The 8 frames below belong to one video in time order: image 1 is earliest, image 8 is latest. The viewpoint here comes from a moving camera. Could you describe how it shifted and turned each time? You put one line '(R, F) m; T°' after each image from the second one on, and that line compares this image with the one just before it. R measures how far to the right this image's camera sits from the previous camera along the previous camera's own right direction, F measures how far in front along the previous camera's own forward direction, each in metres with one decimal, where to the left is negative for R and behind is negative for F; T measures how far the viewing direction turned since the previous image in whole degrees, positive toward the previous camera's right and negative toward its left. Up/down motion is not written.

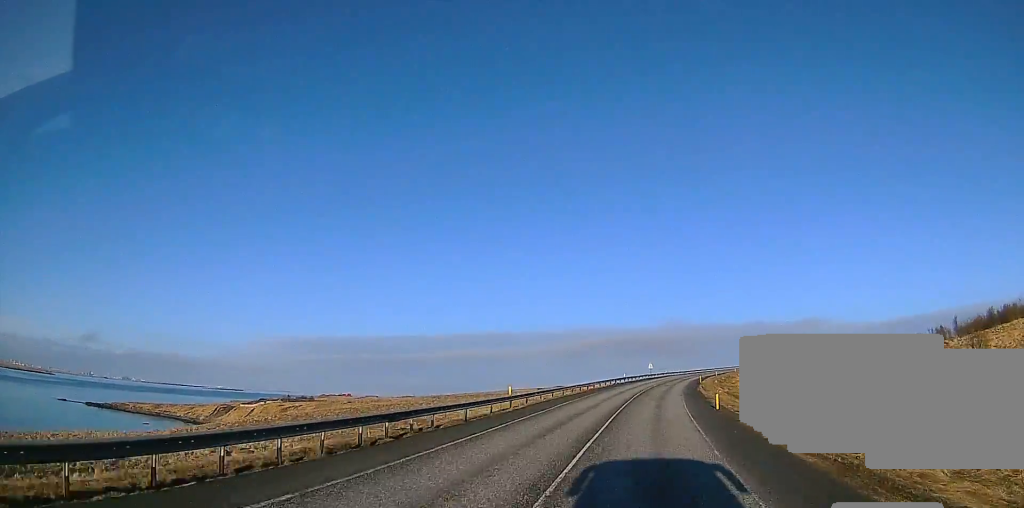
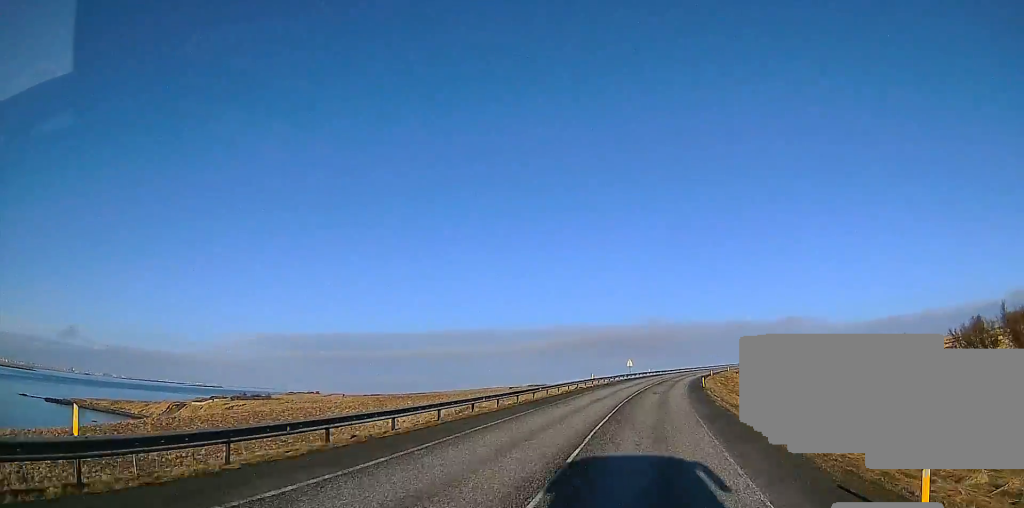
(0.0, +27.2) m; 0°
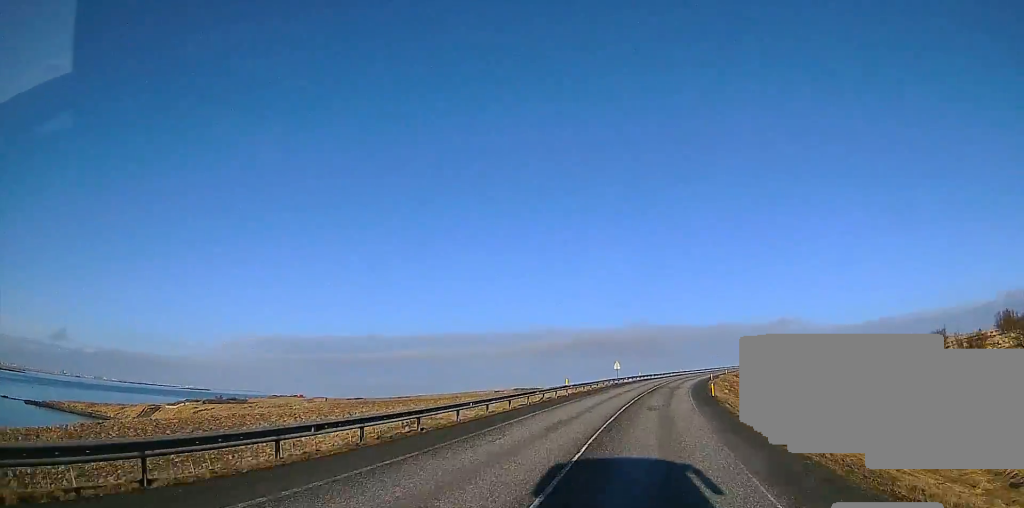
(0.0, +14.5) m; 0°
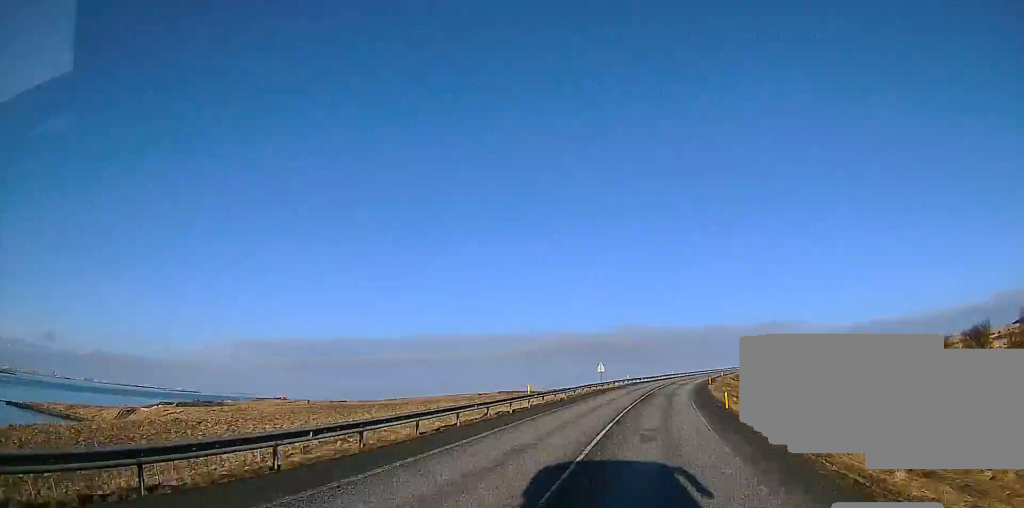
(0.0, +12.0) m; 0°
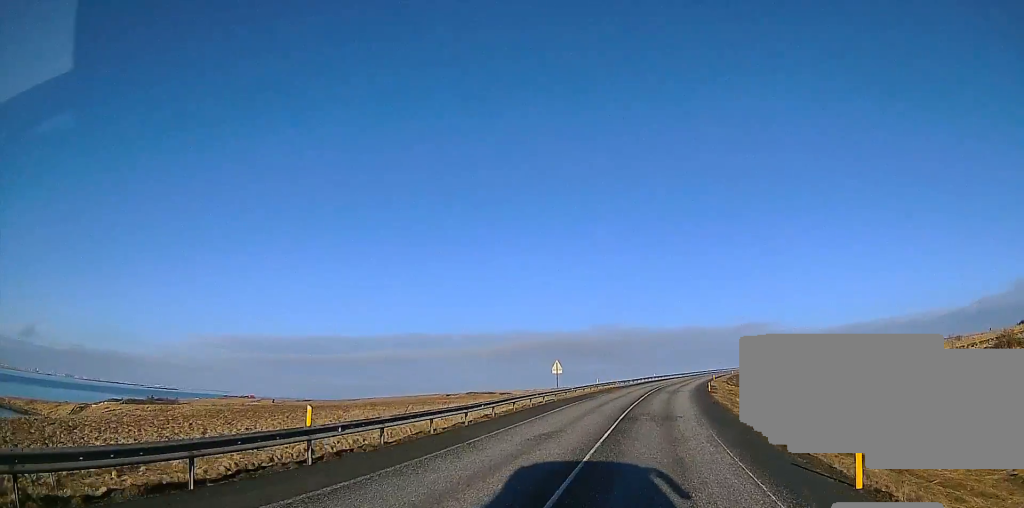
(0.0, +22.5) m; +3°
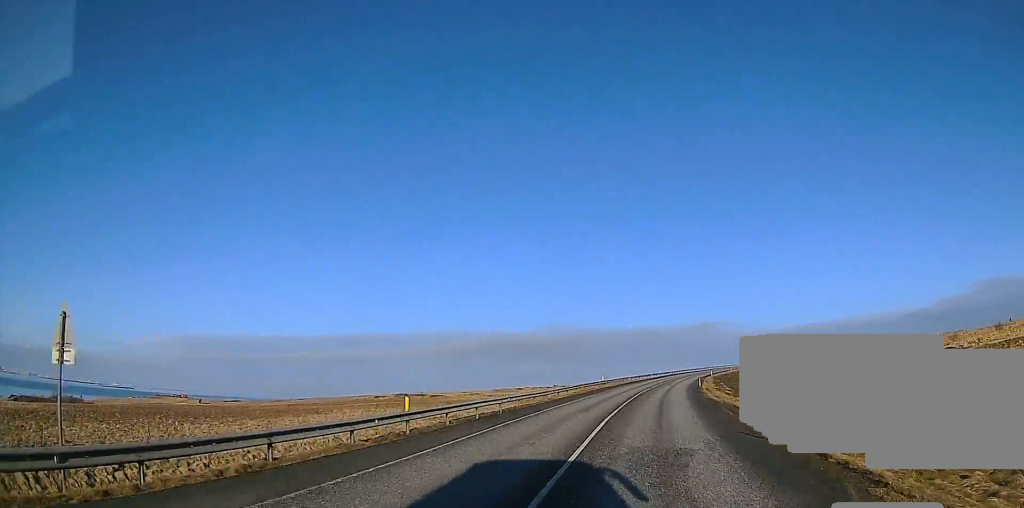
(+4.5, +43.9) m; +10°
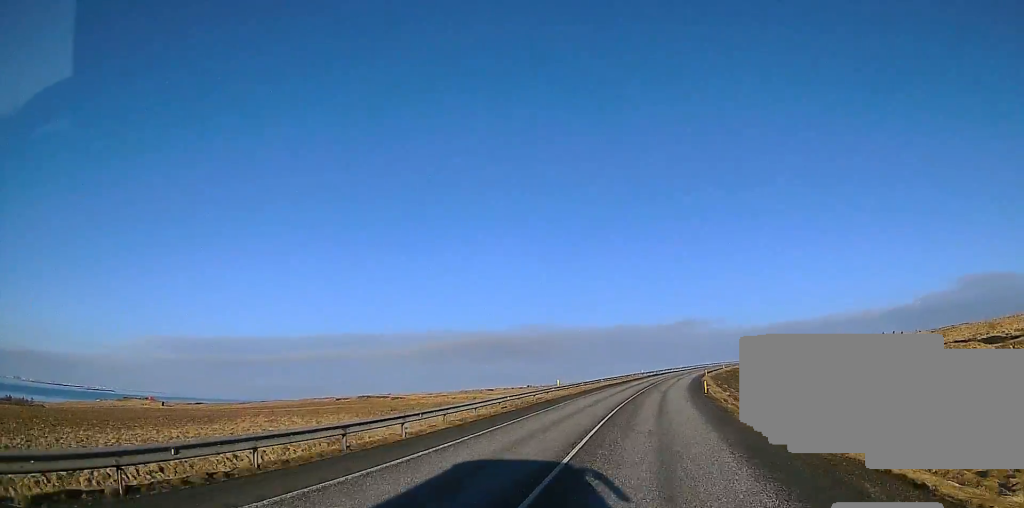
(+0.3, +24.2) m; +2°
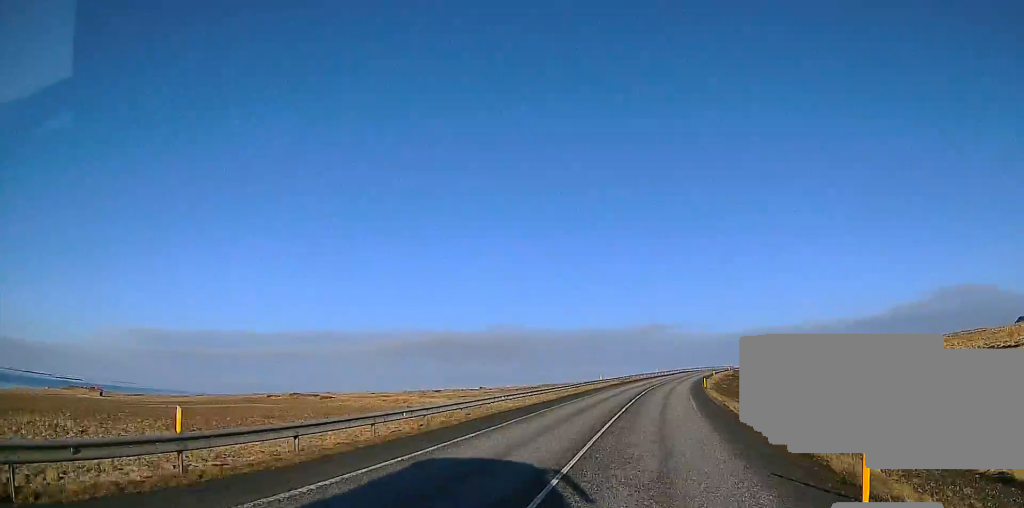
(+0.8, +38.0) m; +1°
